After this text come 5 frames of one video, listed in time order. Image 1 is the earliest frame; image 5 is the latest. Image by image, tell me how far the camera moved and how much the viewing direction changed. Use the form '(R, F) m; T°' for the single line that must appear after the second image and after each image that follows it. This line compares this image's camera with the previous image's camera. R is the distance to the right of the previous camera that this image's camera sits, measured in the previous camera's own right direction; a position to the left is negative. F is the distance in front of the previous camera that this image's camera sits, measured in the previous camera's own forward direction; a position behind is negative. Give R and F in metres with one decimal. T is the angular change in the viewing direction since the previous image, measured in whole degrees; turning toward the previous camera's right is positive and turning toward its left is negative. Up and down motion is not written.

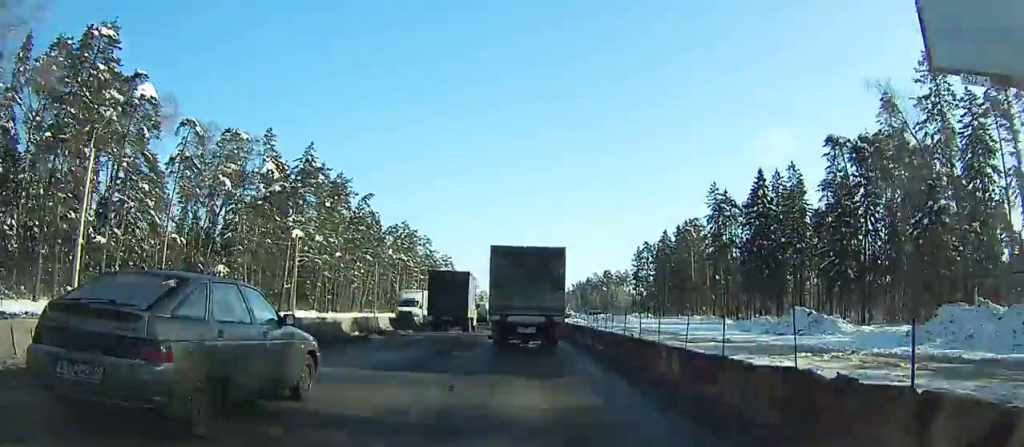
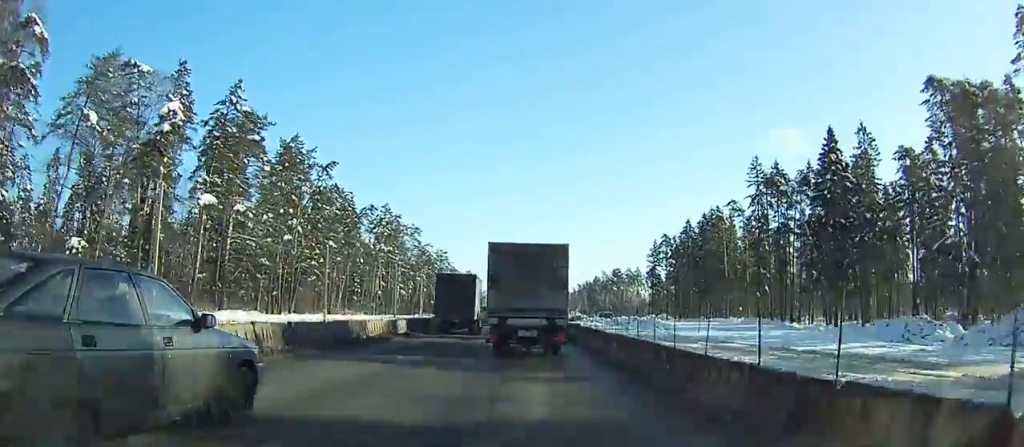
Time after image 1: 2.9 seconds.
(-0.8, +26.1) m; +5°
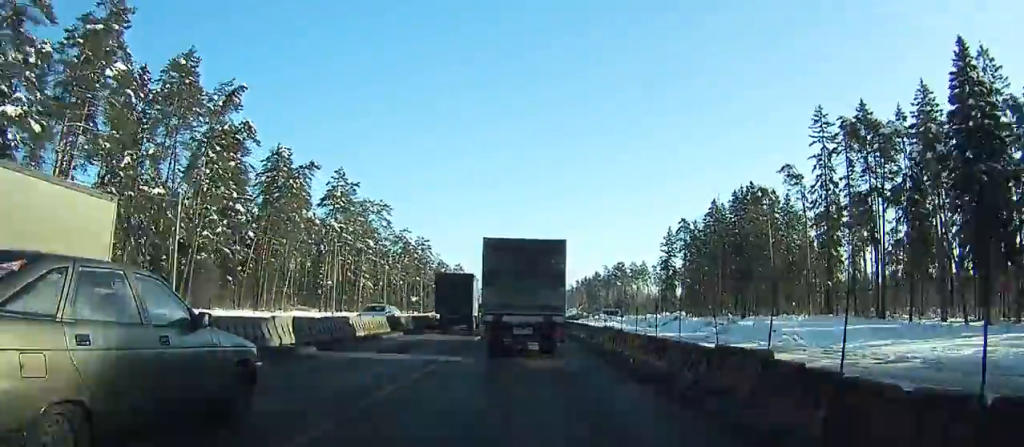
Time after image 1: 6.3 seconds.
(+3.5, +29.4) m; +7°
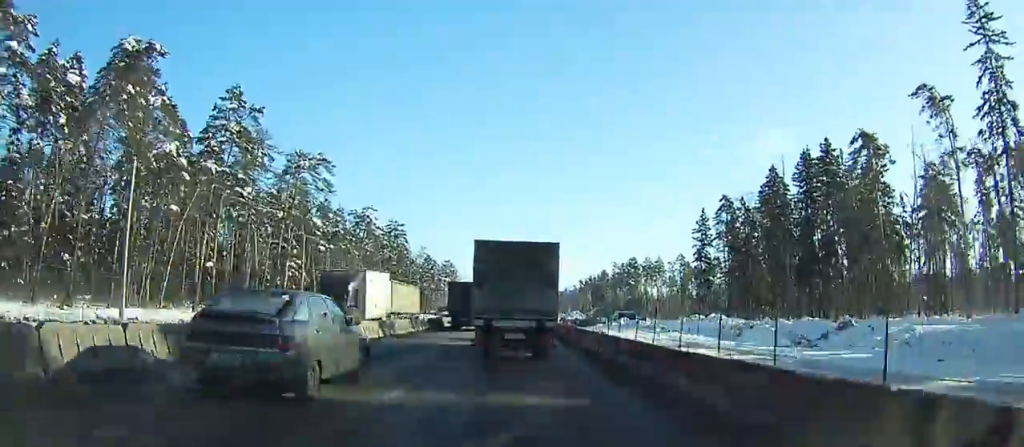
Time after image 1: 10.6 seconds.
(+0.2, +36.6) m; +4°
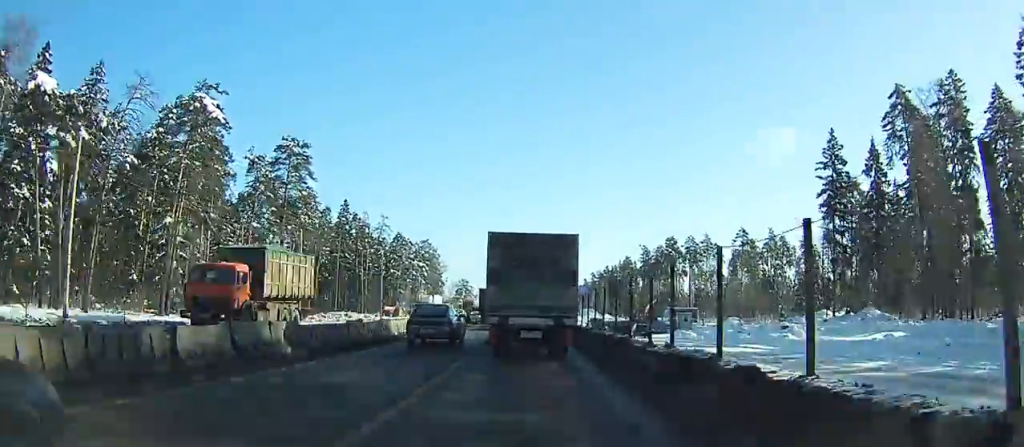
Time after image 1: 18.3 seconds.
(-5.4, +62.6) m; -12°
